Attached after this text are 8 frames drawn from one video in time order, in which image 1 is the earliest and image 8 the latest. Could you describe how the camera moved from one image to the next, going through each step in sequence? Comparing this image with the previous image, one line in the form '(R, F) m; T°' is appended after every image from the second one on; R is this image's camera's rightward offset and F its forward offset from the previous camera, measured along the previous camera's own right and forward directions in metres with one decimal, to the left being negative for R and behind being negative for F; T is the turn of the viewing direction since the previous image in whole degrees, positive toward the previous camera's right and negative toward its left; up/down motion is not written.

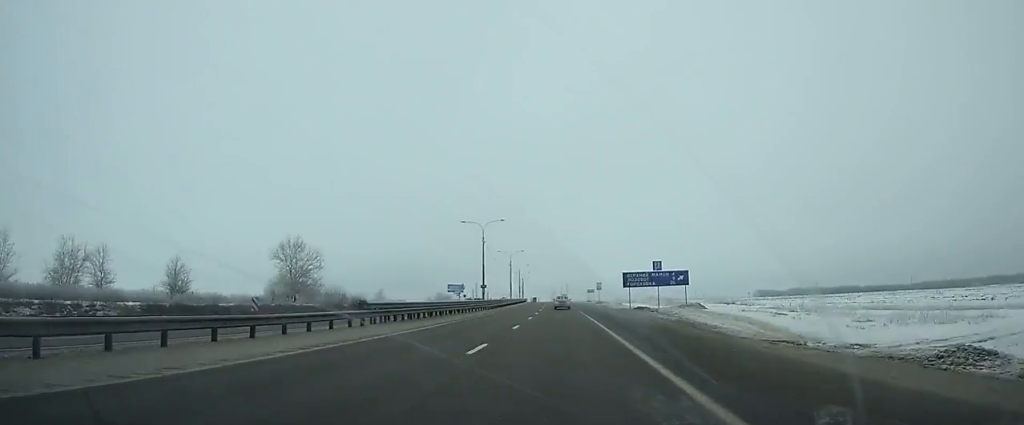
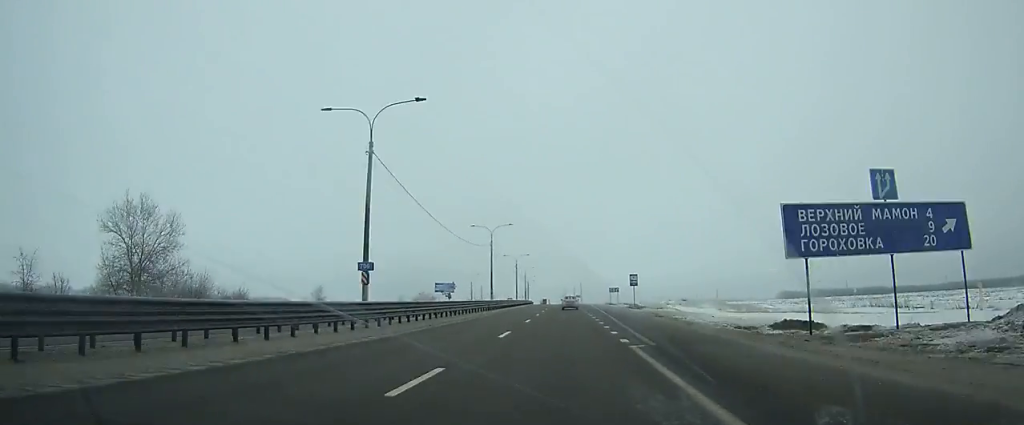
(-0.3, +40.3) m; -1°
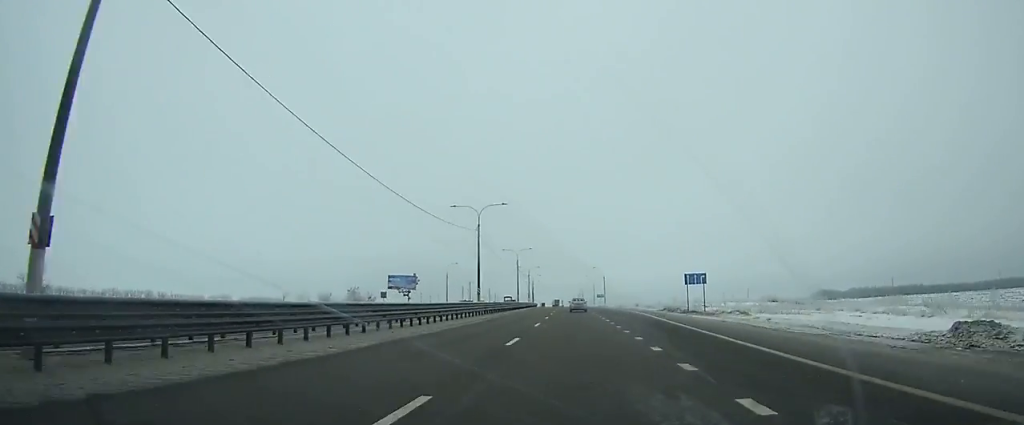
(-0.7, +62.6) m; -1°
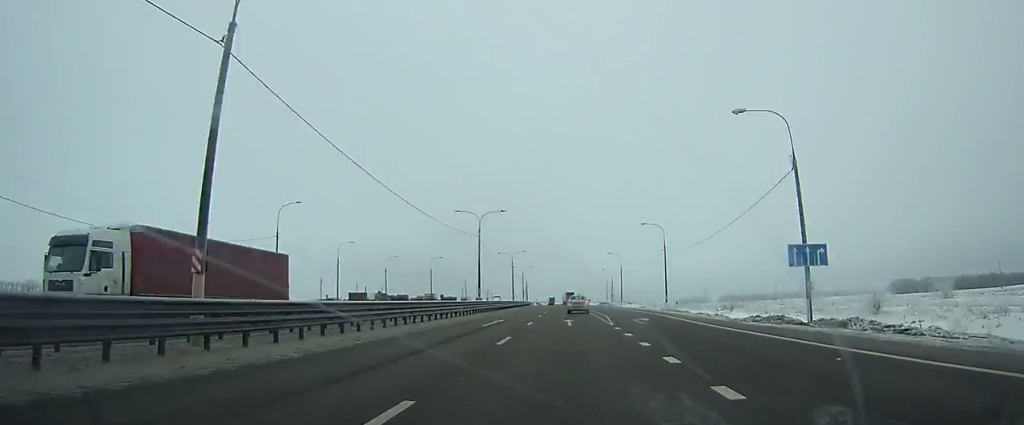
(-1.9, +126.4) m; 0°
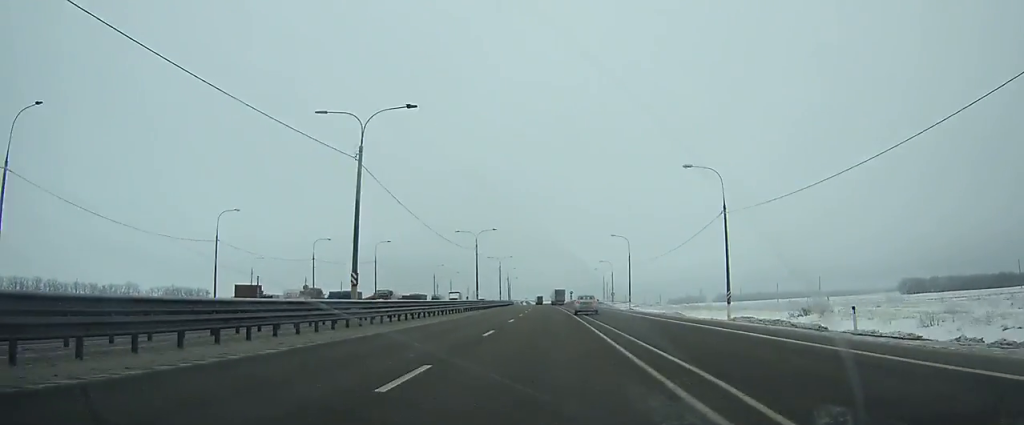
(+0.2, +29.9) m; 0°
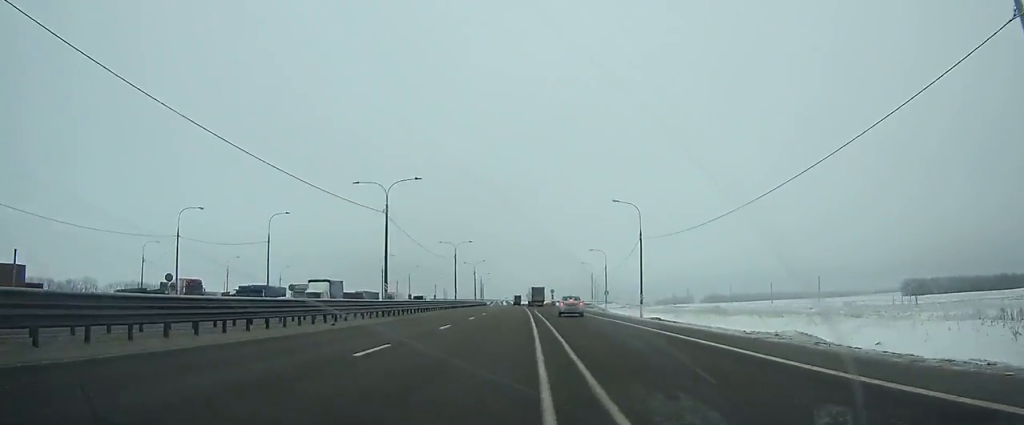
(+0.3, +31.8) m; 0°
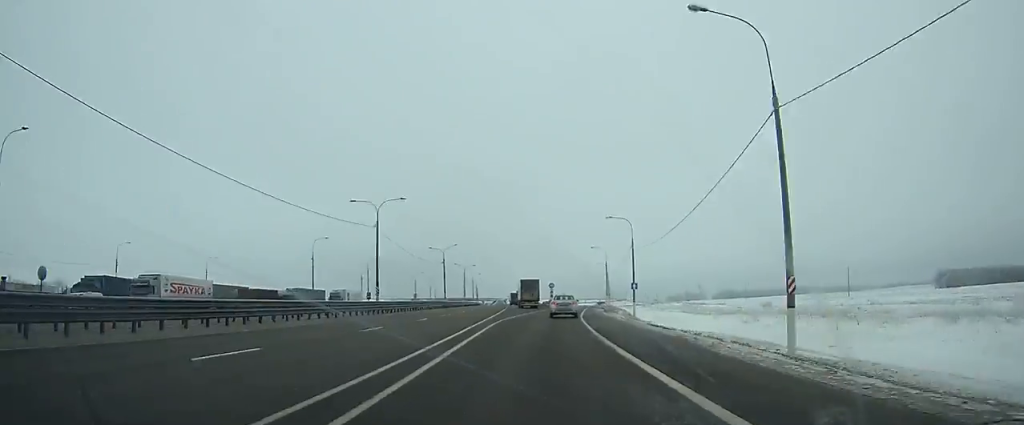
(+0.1, +37.2) m; 0°
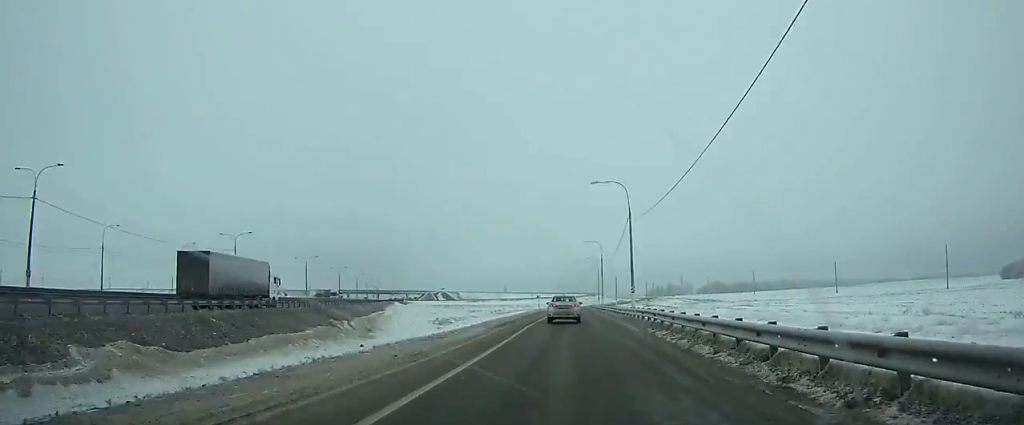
(+3.7, +151.9) m; +3°
